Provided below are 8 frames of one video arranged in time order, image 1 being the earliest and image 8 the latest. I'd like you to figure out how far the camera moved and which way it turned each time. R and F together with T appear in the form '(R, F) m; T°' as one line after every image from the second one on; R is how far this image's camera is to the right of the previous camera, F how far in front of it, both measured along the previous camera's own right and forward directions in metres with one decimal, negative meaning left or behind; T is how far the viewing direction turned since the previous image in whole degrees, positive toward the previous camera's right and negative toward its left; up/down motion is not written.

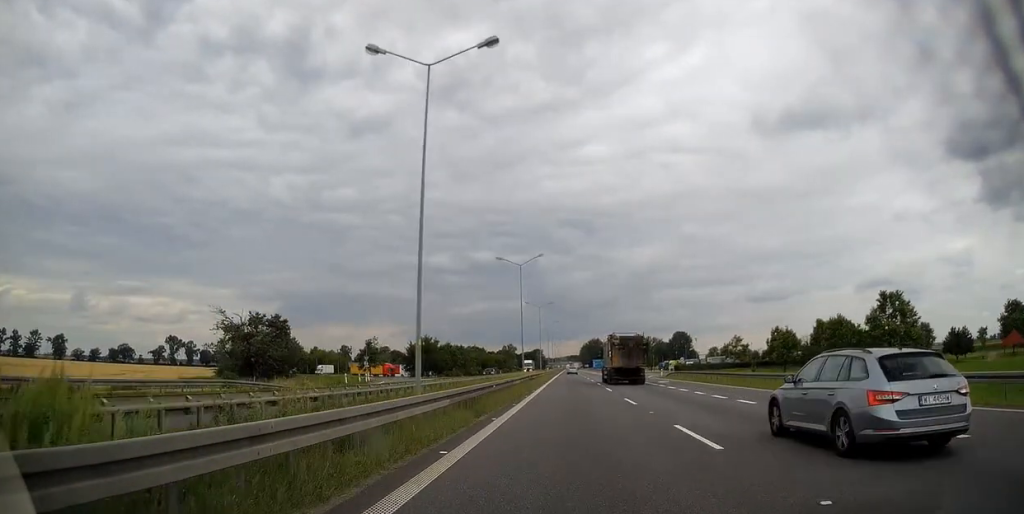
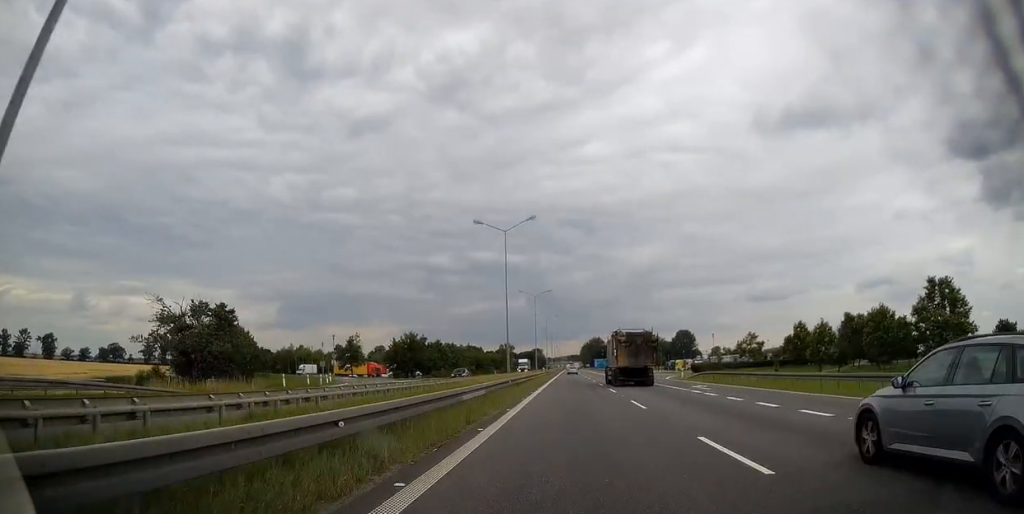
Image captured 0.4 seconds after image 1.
(-0.1, +14.5) m; 0°
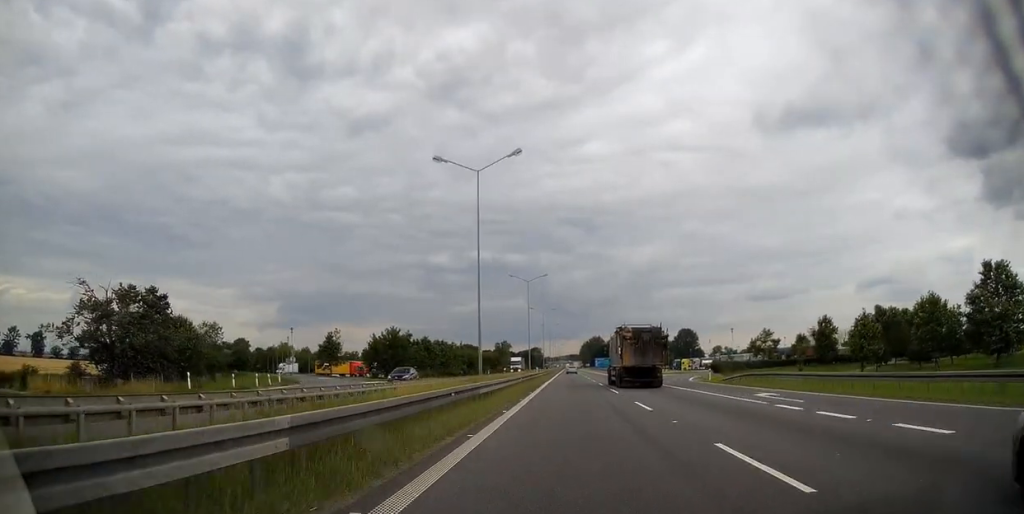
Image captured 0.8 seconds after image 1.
(+0.1, +13.4) m; 0°
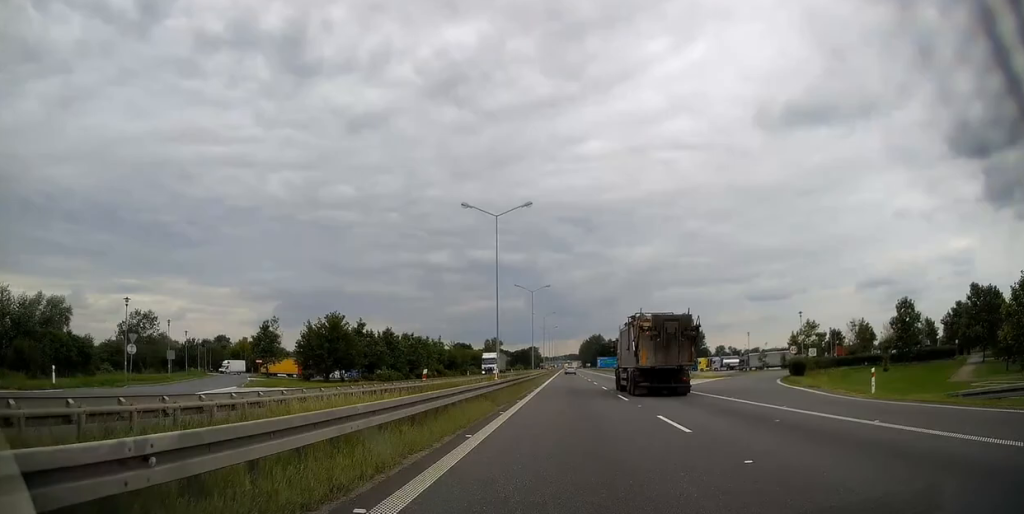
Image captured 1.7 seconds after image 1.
(0.0, +30.1) m; 0°
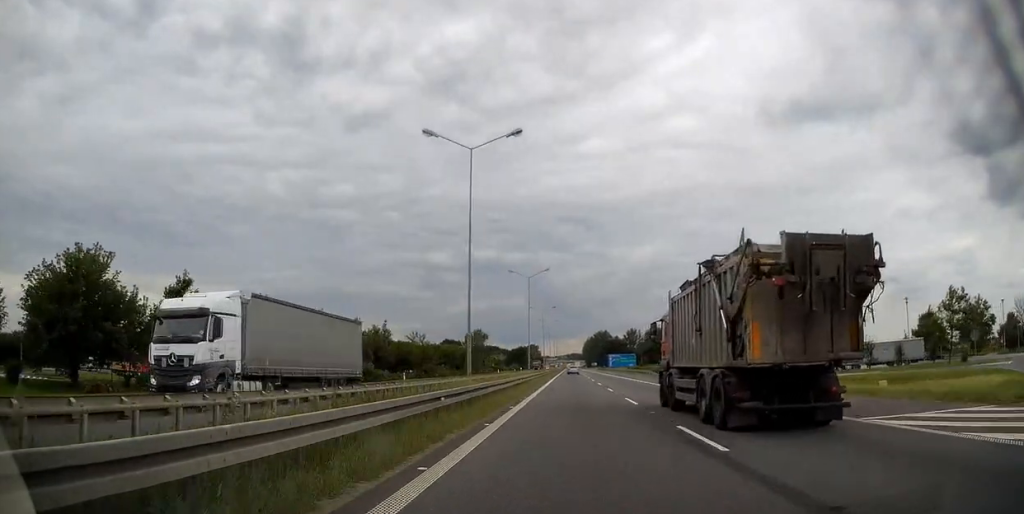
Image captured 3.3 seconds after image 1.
(-0.3, +51.2) m; 0°
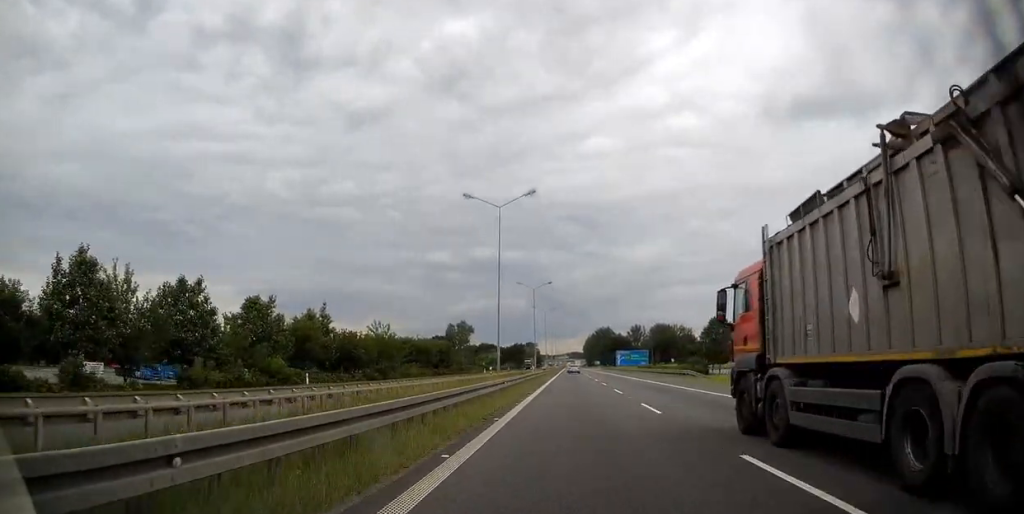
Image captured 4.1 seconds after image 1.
(+0.3, +28.8) m; 0°
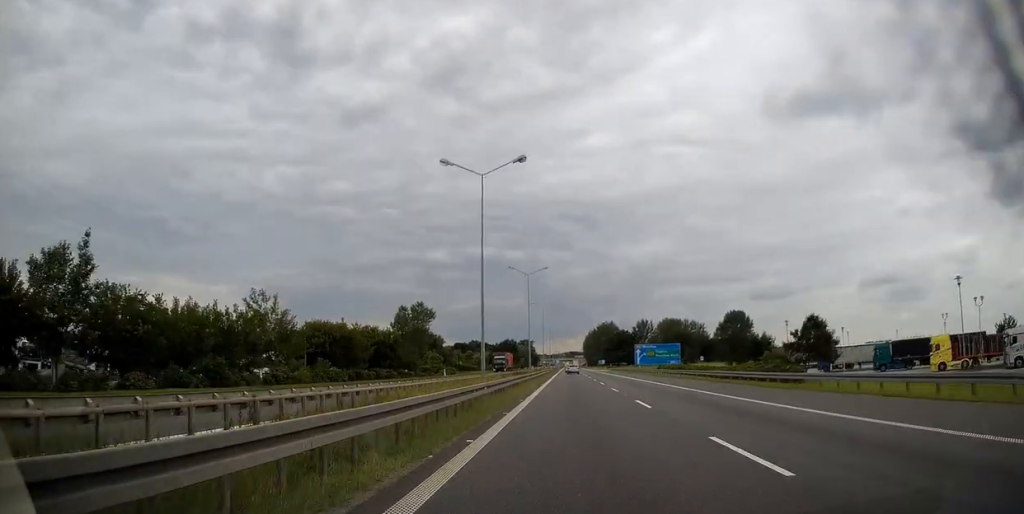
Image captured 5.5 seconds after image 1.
(-0.2, +46.2) m; 0°
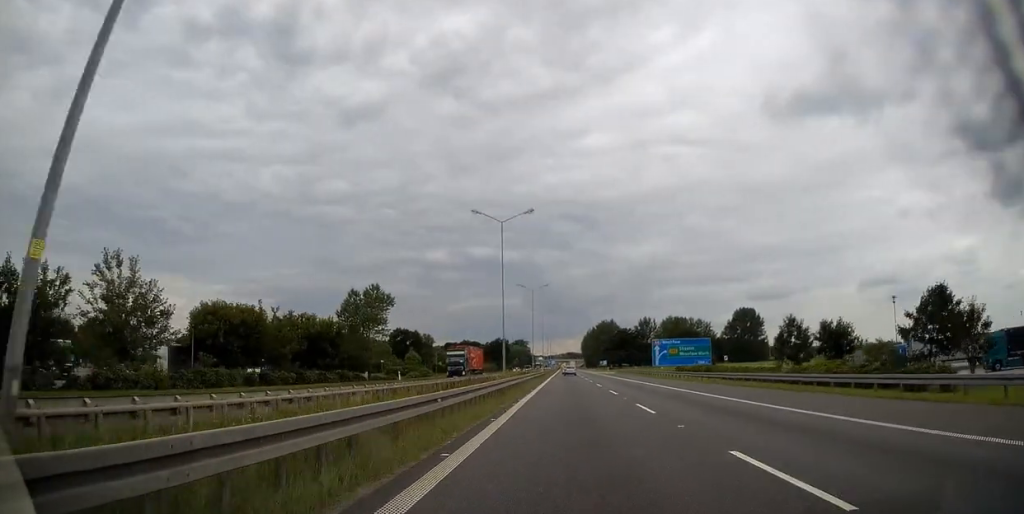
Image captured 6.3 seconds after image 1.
(-0.2, +26.1) m; 0°
